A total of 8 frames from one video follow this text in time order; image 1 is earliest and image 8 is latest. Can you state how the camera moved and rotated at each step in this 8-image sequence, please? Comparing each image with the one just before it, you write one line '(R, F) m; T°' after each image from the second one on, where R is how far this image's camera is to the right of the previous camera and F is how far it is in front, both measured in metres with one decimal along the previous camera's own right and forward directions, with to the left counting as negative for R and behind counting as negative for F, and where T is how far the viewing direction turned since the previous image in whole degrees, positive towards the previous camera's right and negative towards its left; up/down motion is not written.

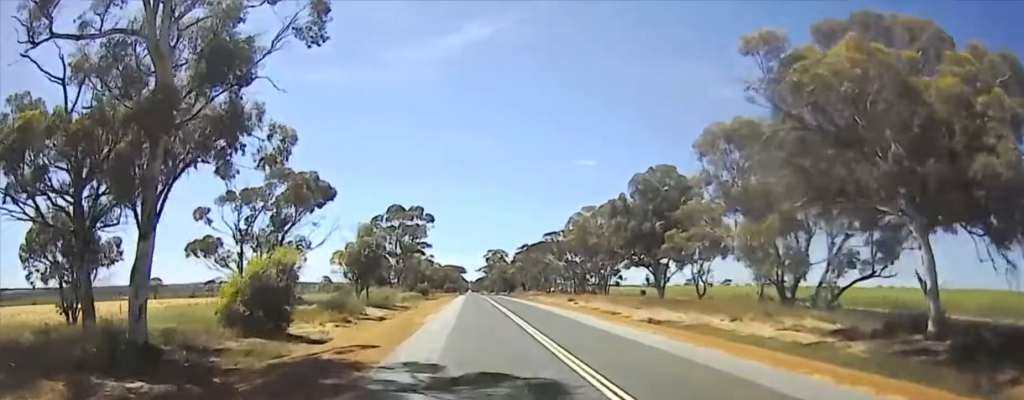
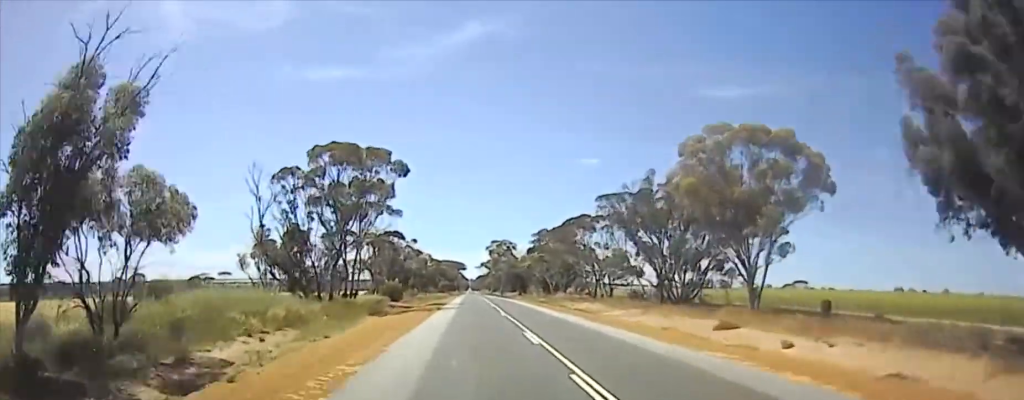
(0.0, +30.7) m; +2°
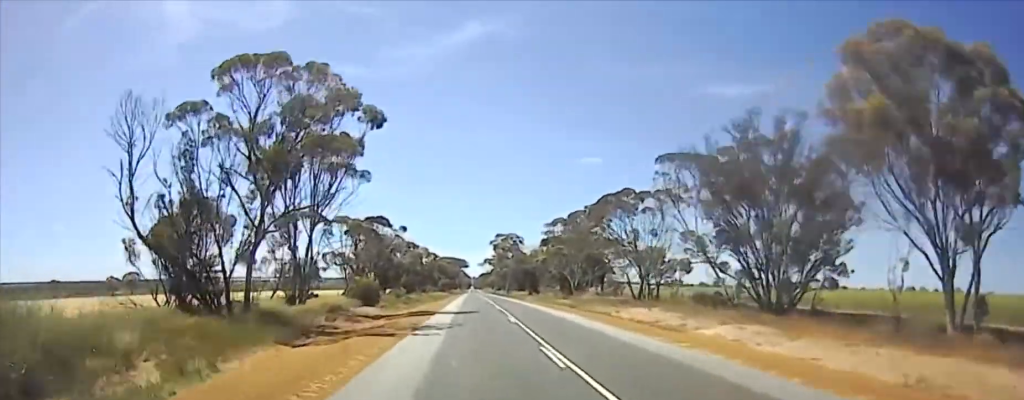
(+0.2, +11.3) m; +1°
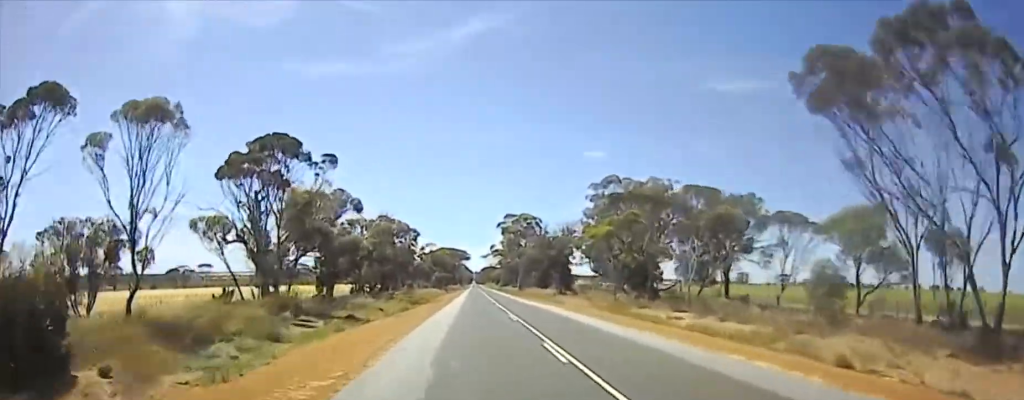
(+0.1, +25.7) m; 0°
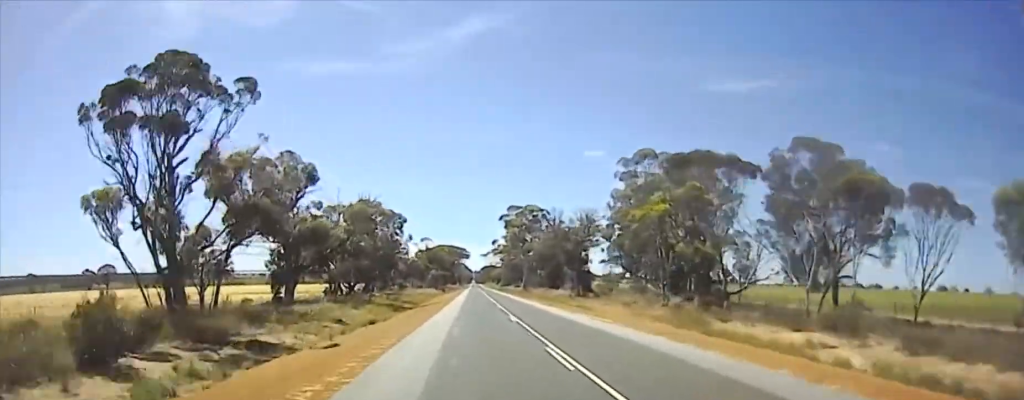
(0.0, +8.5) m; 0°
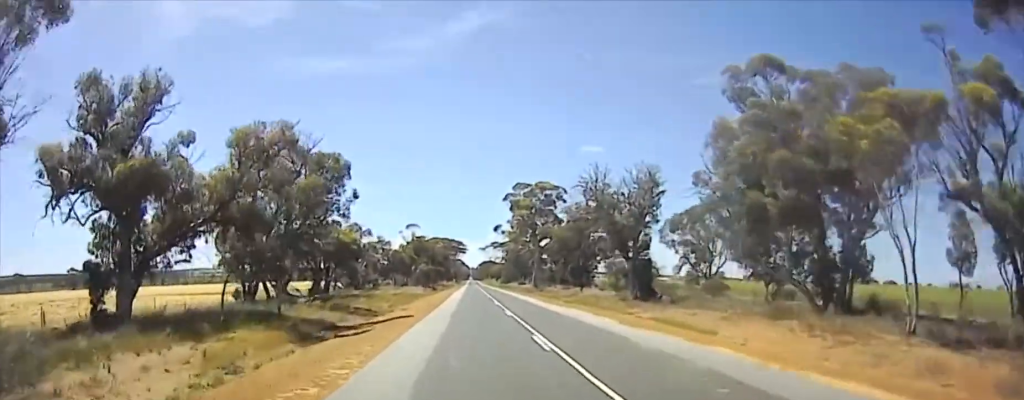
(0.0, +18.9) m; 0°
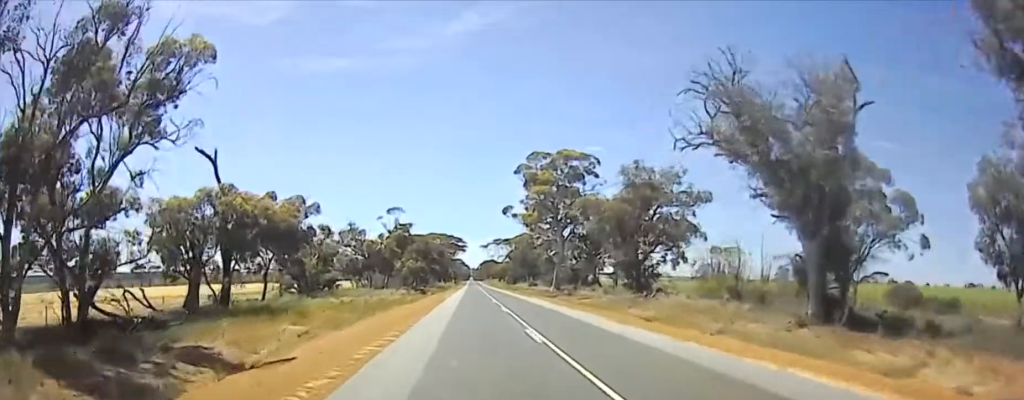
(0.0, +20.3) m; 0°
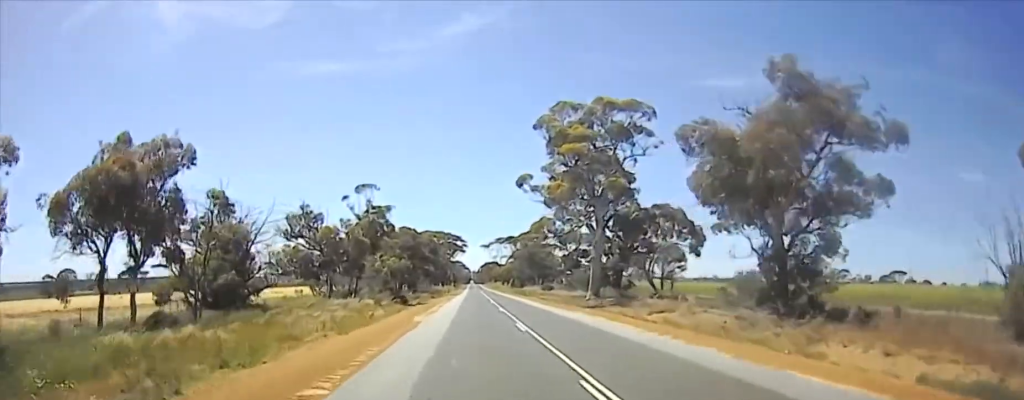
(0.0, +19.7) m; 0°
